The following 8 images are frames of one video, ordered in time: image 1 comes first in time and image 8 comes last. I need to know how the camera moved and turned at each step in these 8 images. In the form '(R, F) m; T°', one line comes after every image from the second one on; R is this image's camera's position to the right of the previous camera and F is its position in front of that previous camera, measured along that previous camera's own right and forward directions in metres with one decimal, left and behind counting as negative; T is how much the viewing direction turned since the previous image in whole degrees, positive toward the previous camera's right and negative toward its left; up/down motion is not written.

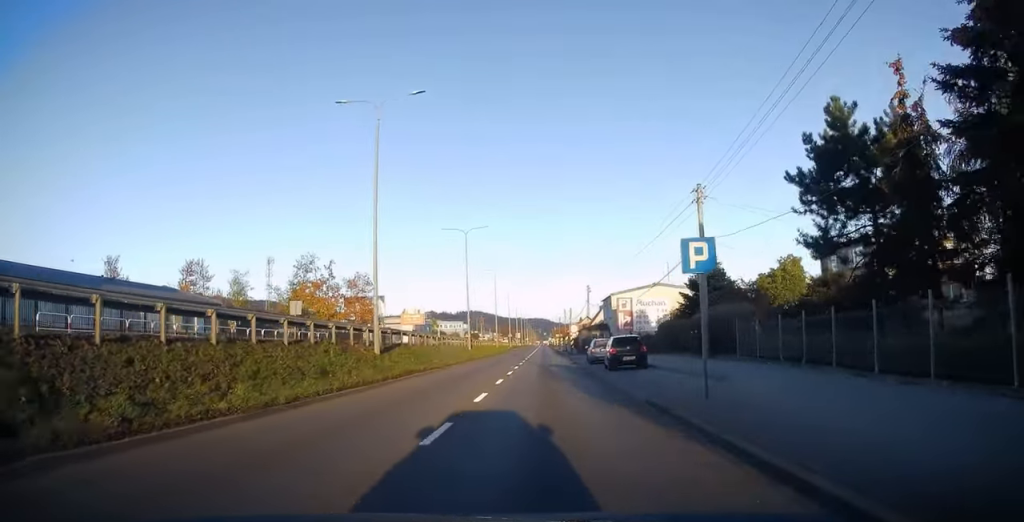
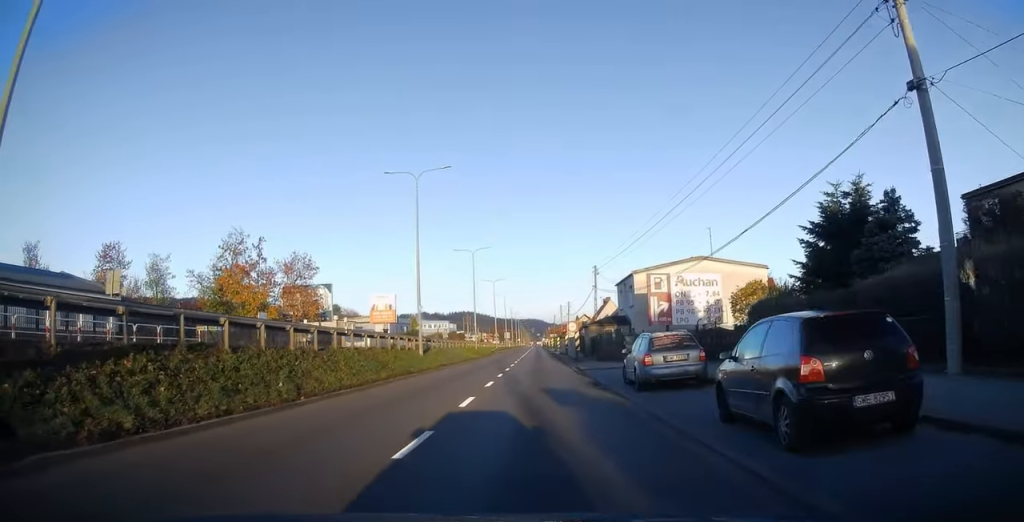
(0.0, +18.9) m; 0°
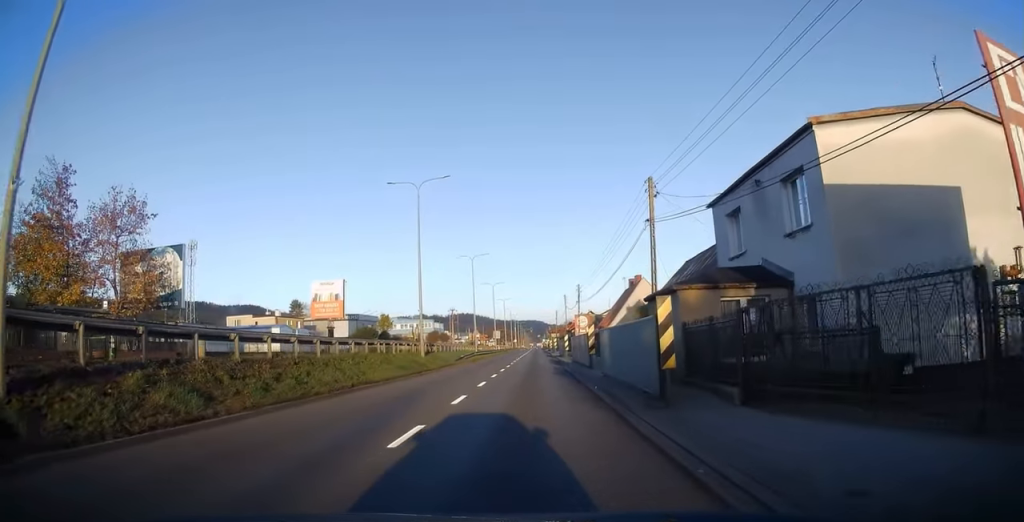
(+0.1, +28.9) m; 0°
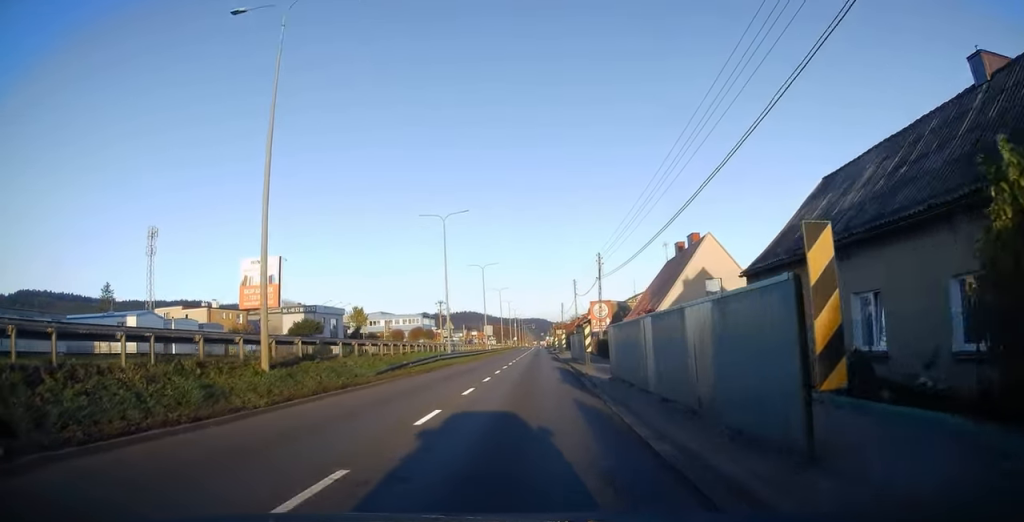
(-0.1, +21.7) m; 0°
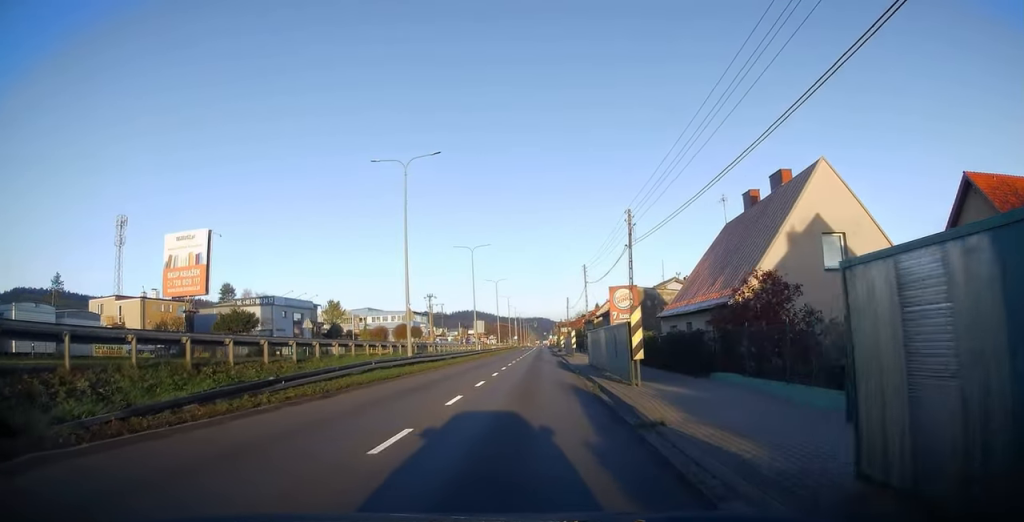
(0.0, +14.8) m; 0°
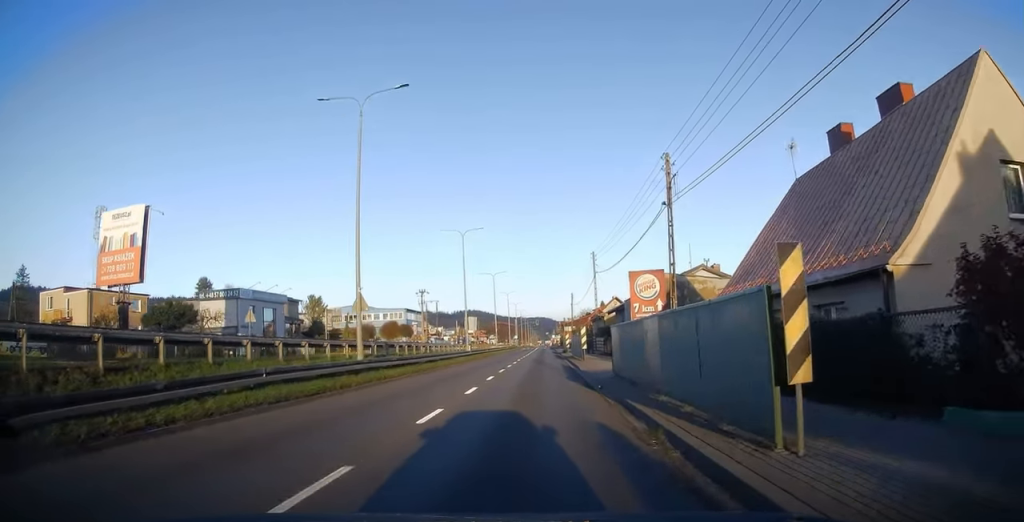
(0.0, +9.2) m; 0°
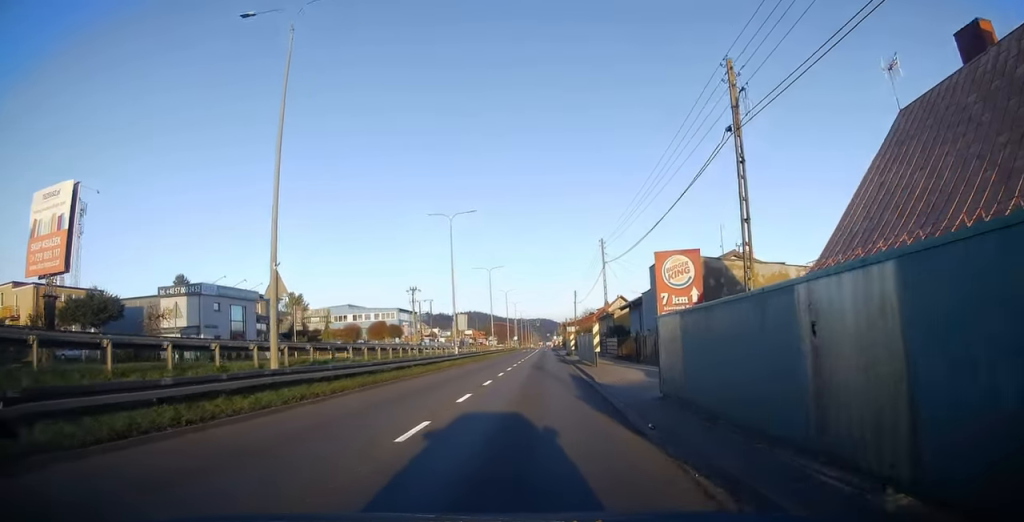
(0.0, +7.8) m; 0°
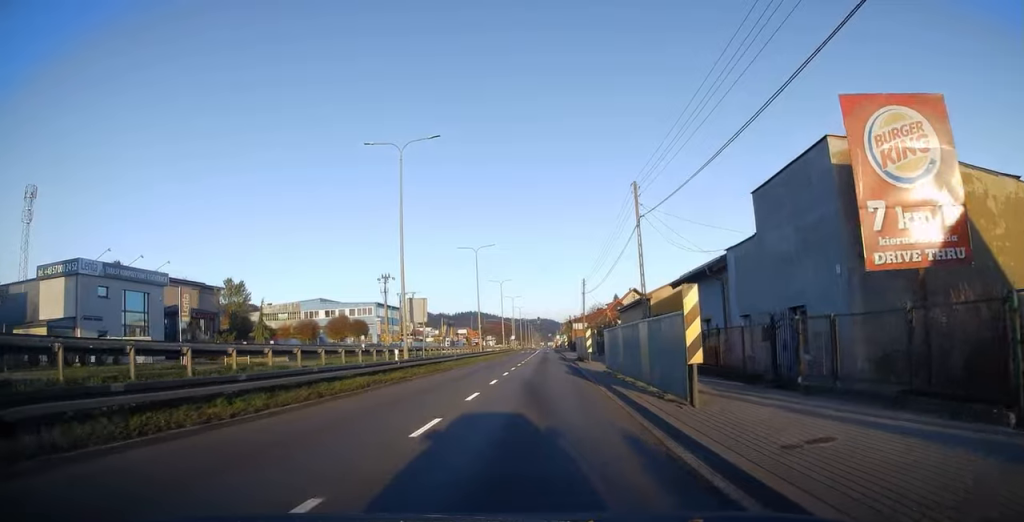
(0.0, +17.6) m; 0°
